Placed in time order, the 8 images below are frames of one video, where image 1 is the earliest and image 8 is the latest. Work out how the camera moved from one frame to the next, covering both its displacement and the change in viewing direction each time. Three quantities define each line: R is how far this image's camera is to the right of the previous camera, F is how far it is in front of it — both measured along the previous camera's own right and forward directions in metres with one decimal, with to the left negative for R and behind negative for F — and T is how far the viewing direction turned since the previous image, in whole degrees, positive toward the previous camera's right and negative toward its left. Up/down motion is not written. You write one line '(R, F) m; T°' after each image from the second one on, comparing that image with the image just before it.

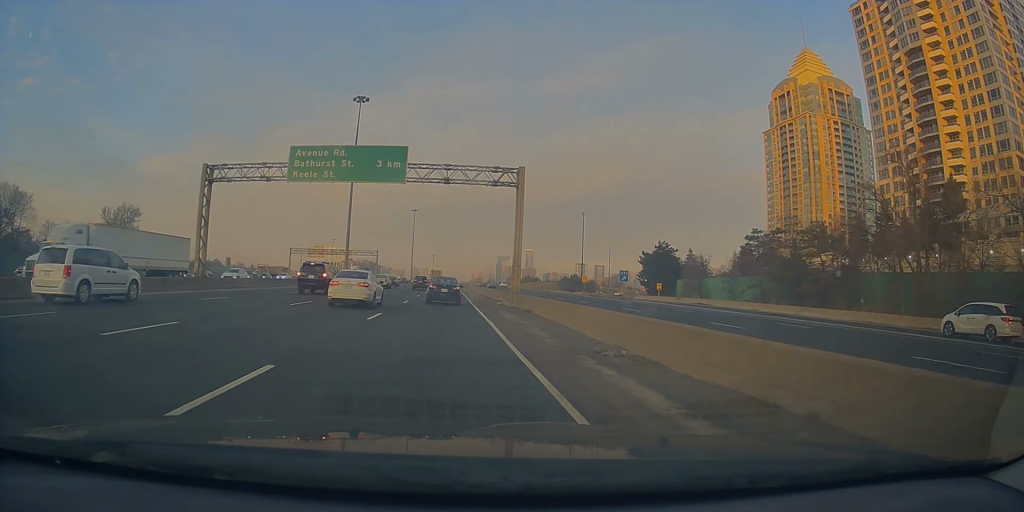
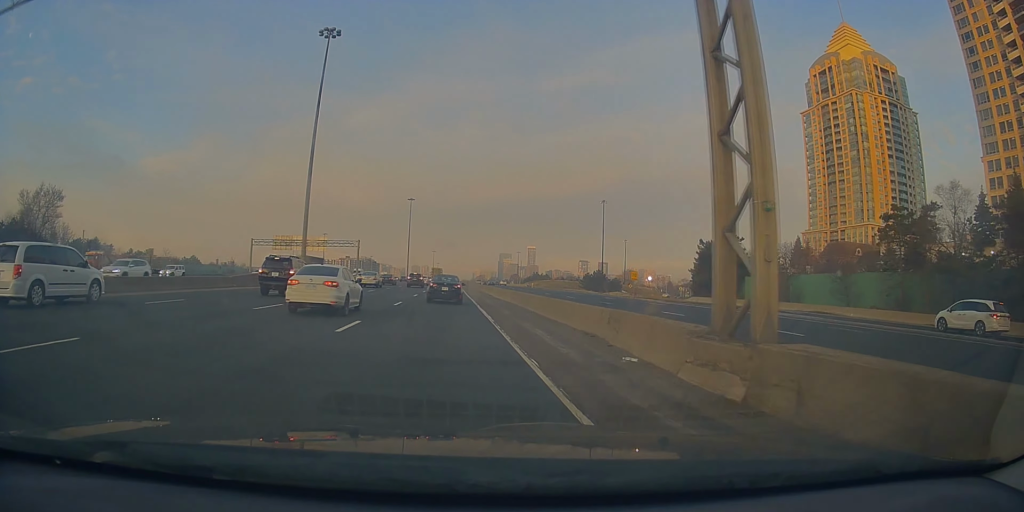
(+0.5, +27.9) m; +1°
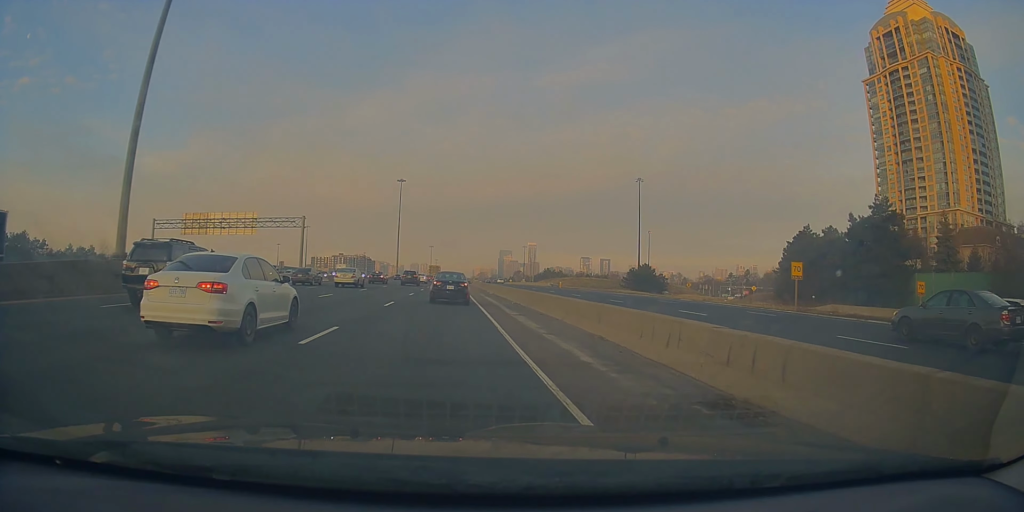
(+0.2, +38.4) m; 0°
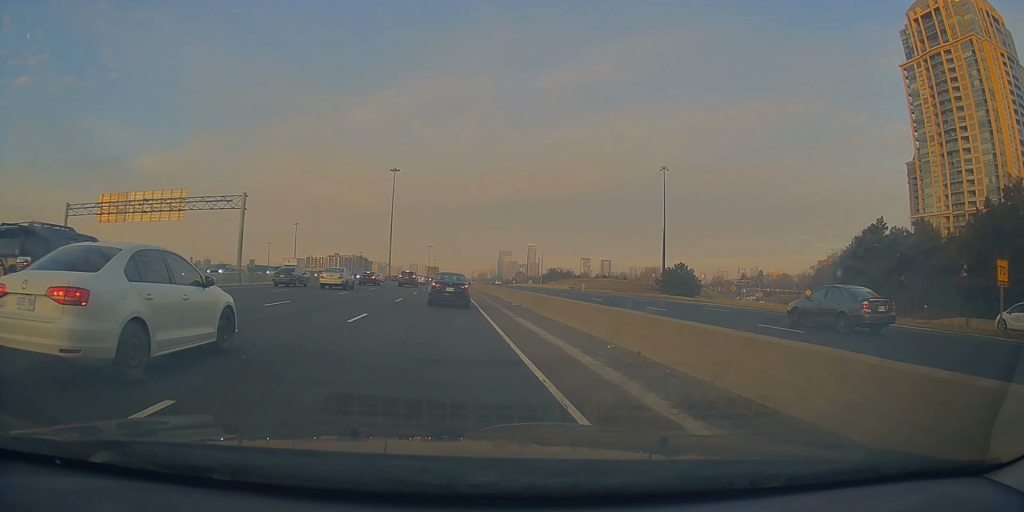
(-0.1, +19.5) m; -1°
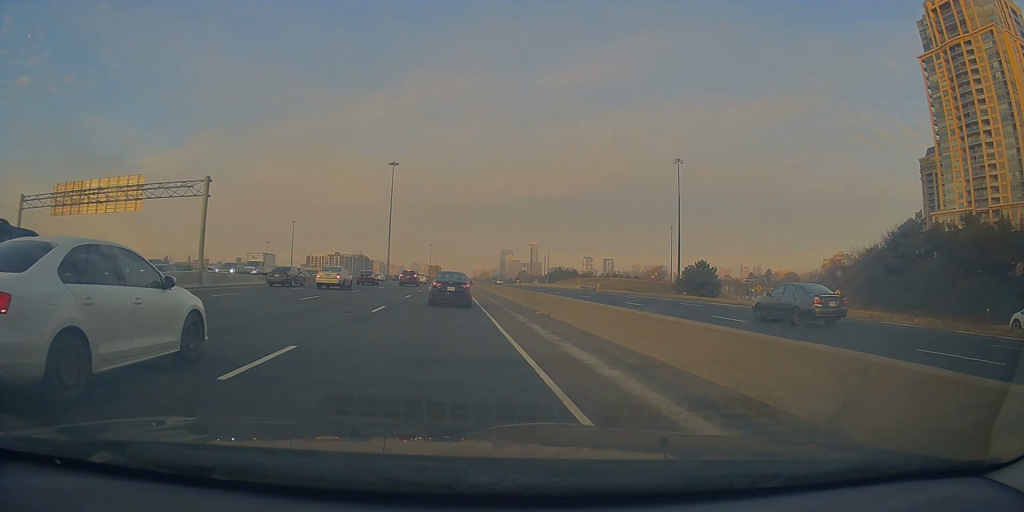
(-0.1, +8.1) m; 0°
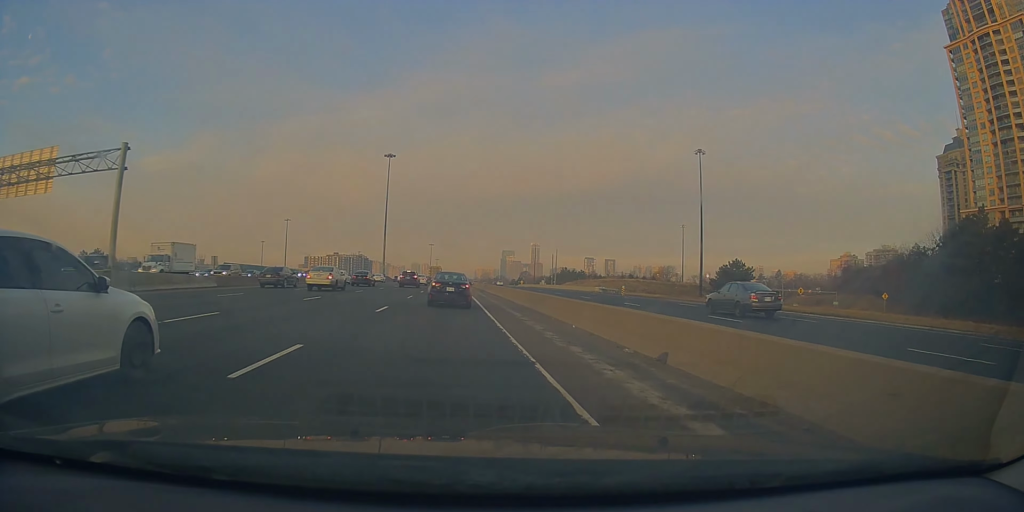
(-0.1, +11.9) m; 0°
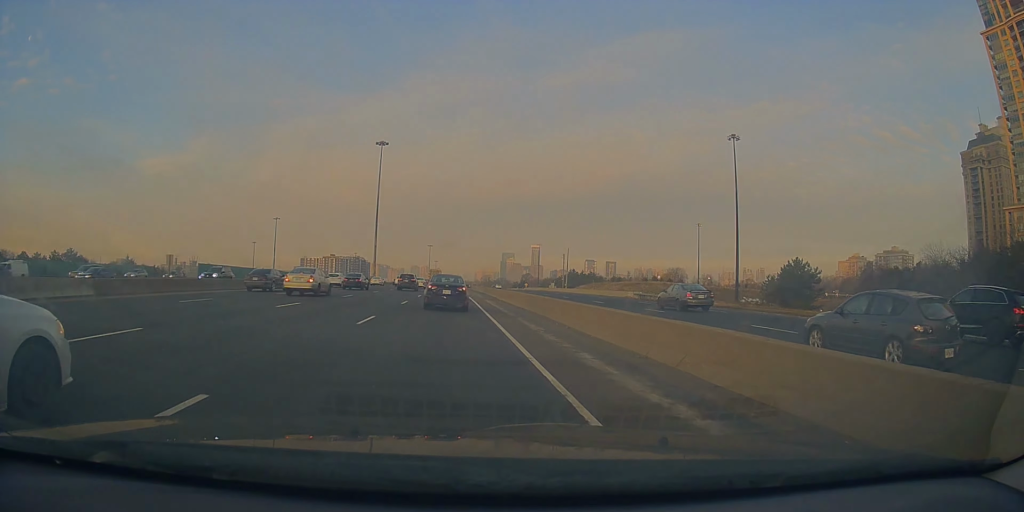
(+0.1, +15.9) m; +1°
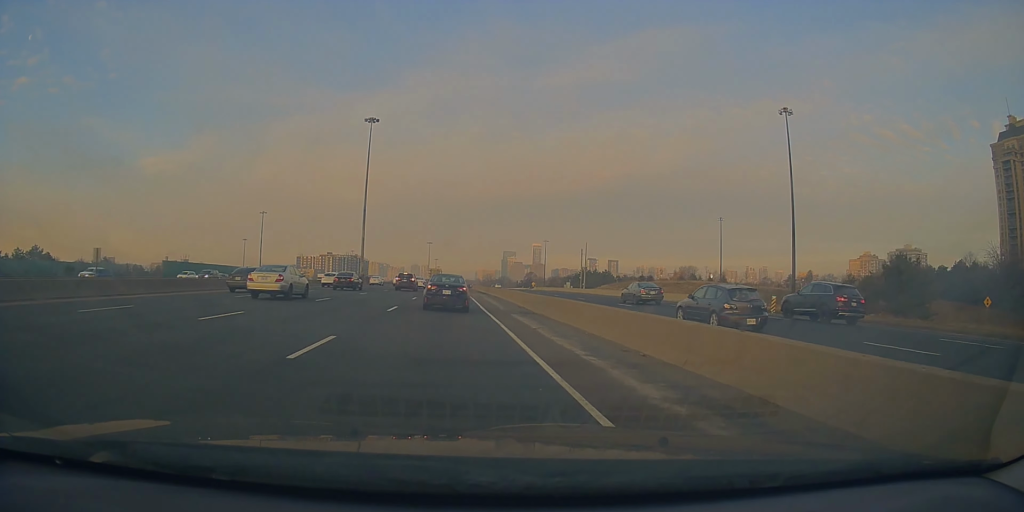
(+0.1, +18.4) m; 0°
